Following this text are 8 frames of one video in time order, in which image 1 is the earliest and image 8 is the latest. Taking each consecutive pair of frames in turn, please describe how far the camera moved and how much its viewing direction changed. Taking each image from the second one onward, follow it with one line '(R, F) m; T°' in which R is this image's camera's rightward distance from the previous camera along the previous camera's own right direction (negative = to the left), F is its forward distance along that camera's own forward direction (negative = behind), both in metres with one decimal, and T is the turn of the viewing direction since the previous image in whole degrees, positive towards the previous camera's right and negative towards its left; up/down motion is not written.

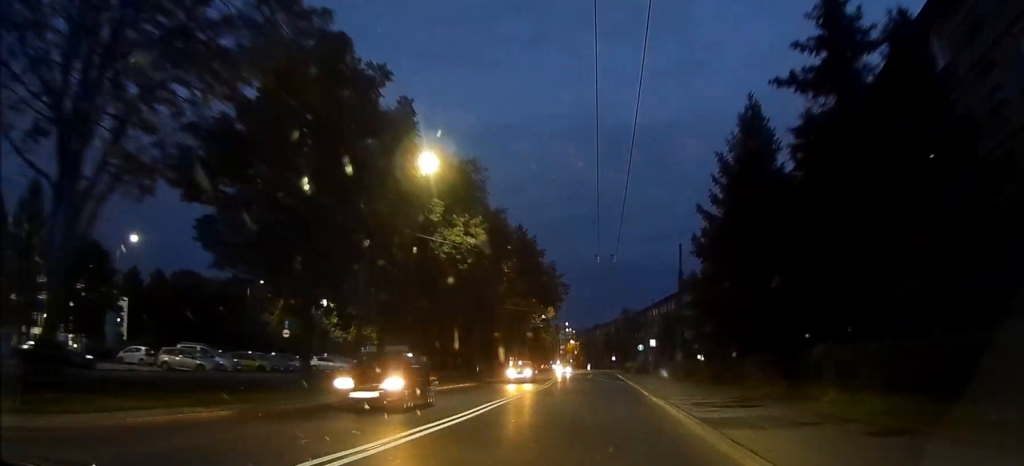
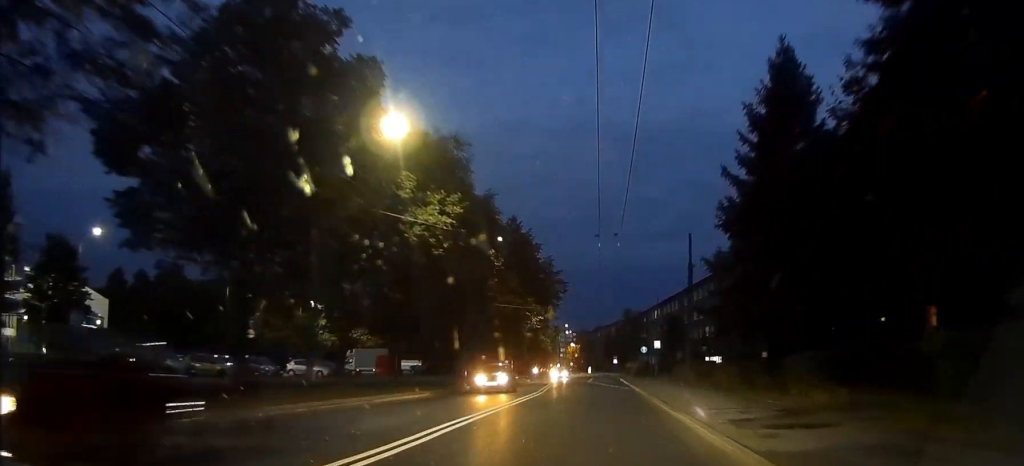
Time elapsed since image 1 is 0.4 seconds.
(0.0, +5.6) m; 0°
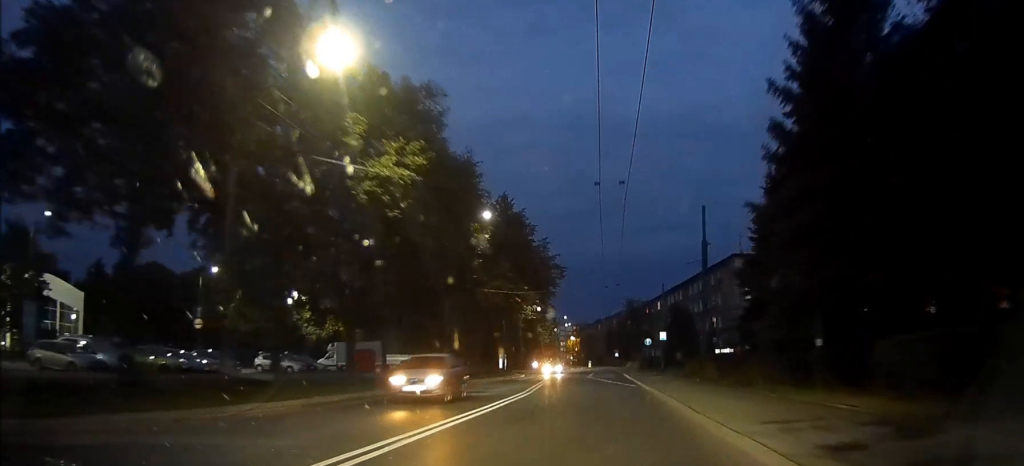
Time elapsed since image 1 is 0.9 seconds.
(0.0, +6.5) m; 0°
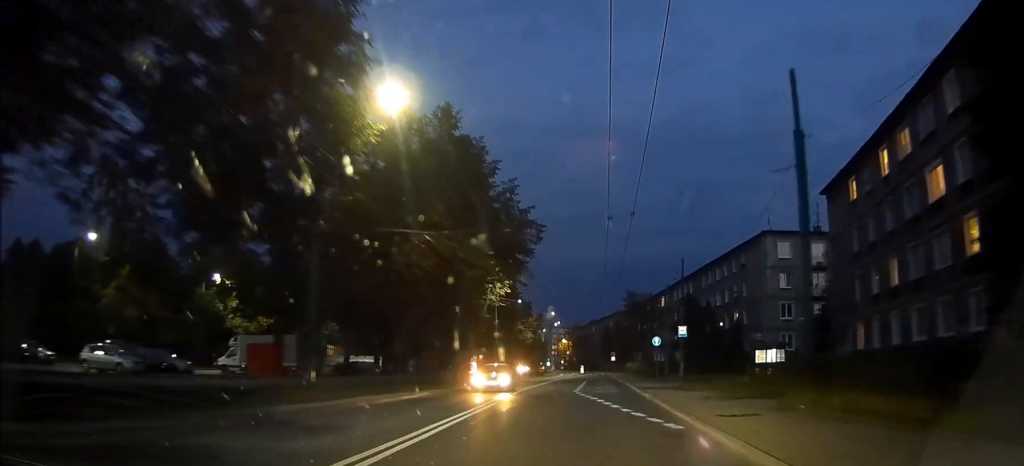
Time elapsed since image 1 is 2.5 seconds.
(0.0, +21.3) m; 0°
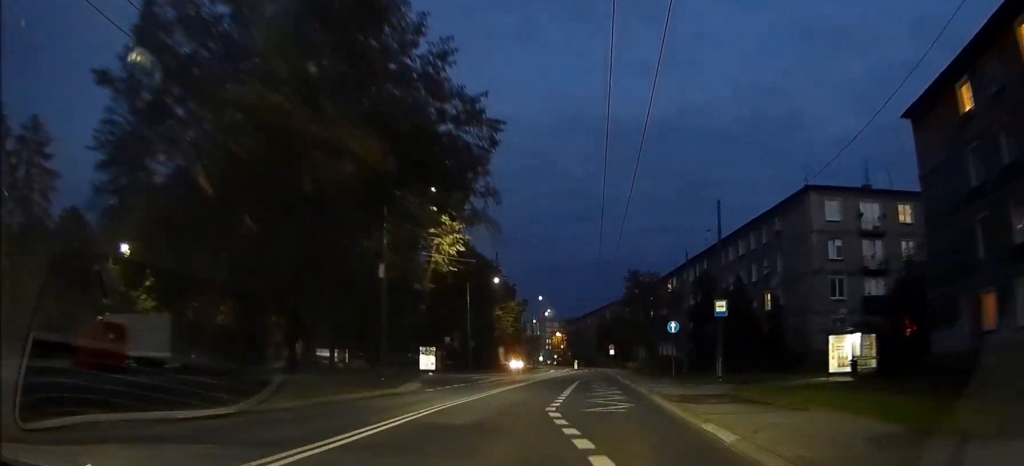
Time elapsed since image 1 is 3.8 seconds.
(0.0, +17.8) m; +1°
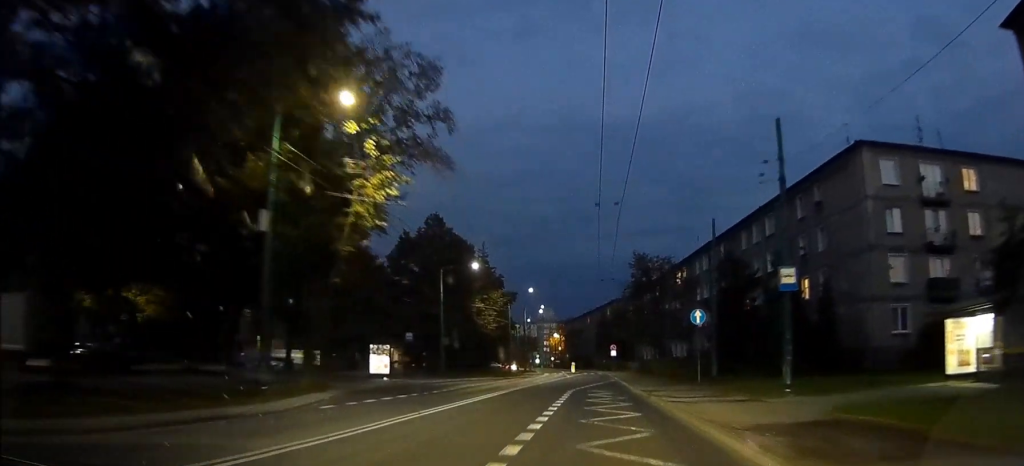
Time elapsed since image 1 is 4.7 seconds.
(+0.2, +12.8) m; 0°
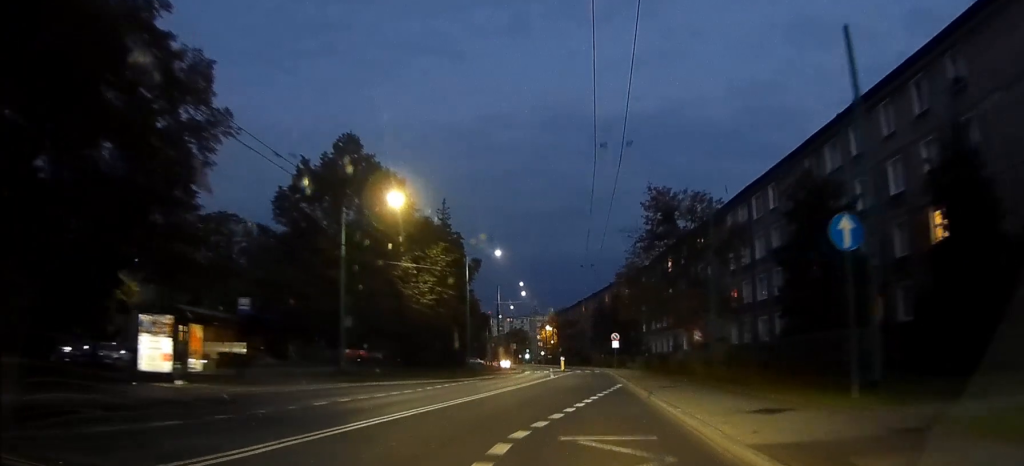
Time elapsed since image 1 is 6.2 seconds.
(-0.3, +24.2) m; -1°
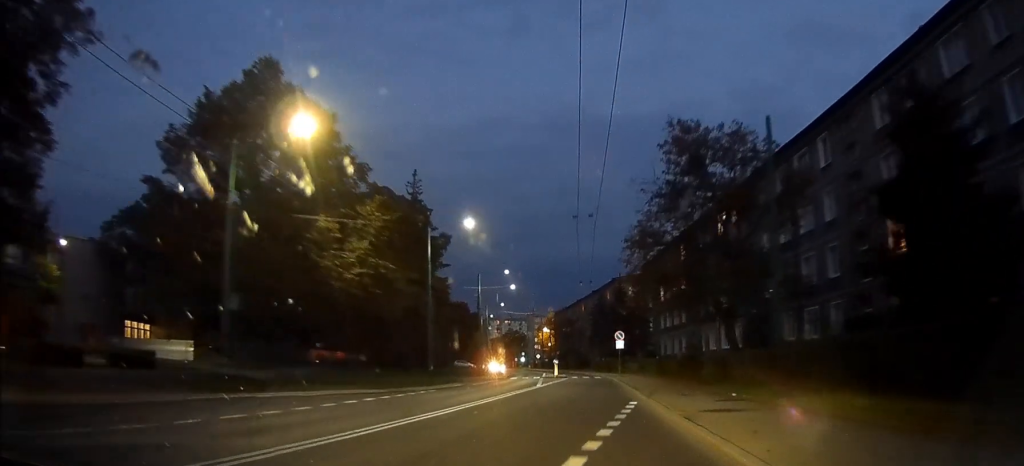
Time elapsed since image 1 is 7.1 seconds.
(0.0, +13.1) m; 0°
